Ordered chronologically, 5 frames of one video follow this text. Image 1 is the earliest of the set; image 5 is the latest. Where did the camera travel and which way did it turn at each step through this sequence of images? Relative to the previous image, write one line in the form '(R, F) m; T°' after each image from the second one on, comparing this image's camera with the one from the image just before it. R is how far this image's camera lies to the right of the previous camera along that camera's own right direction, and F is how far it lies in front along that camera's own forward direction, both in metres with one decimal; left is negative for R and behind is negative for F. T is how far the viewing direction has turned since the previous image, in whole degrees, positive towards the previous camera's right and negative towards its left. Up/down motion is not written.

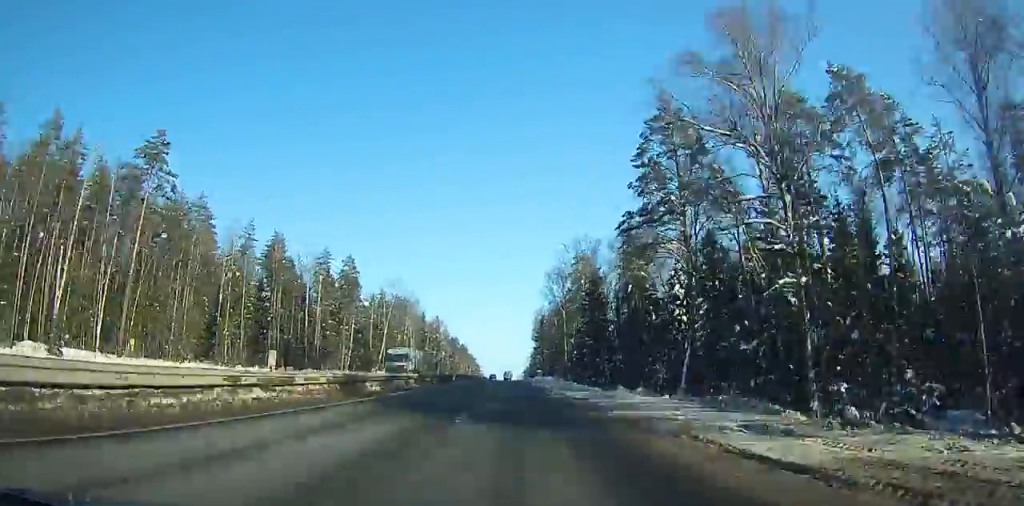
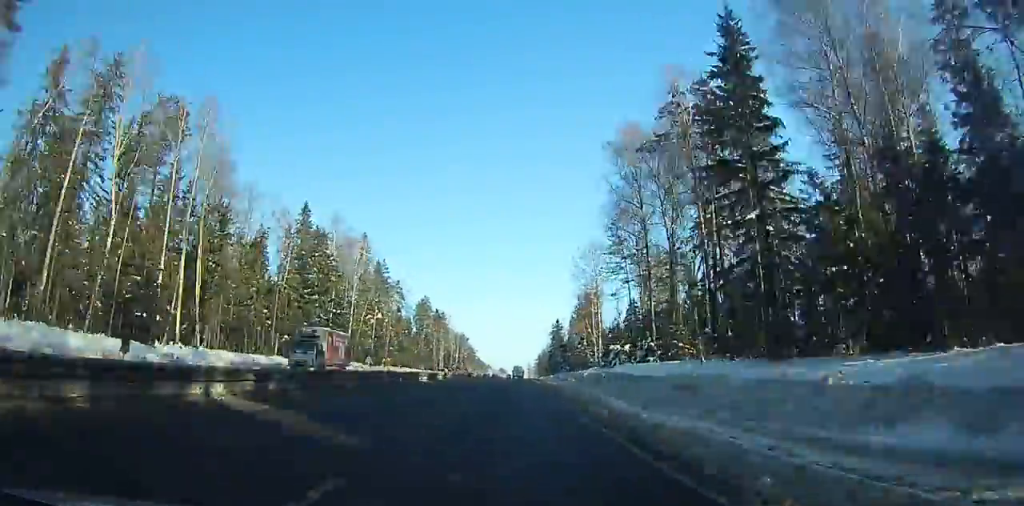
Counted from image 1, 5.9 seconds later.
(+0.5, +174.2) m; -3°
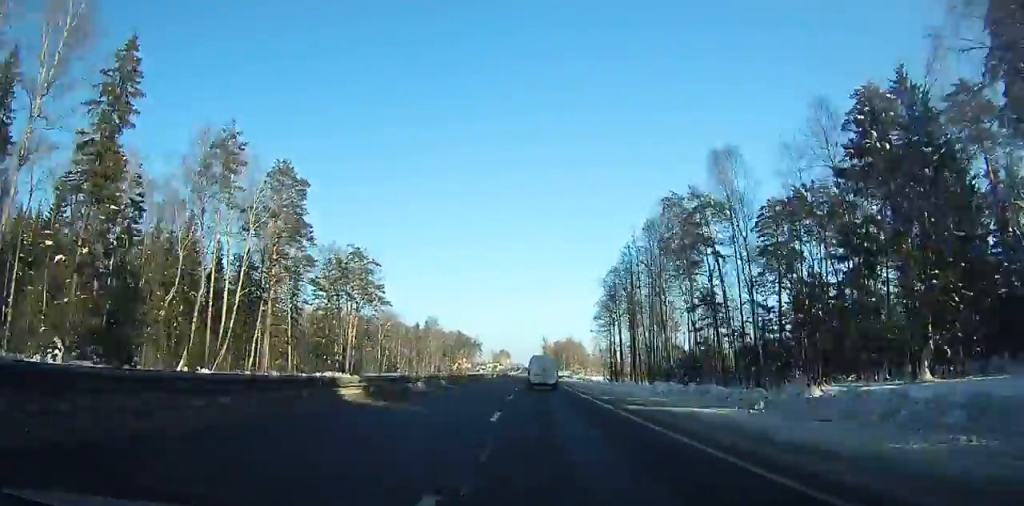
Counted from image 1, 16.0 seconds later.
(-3.1, +290.1) m; 0°
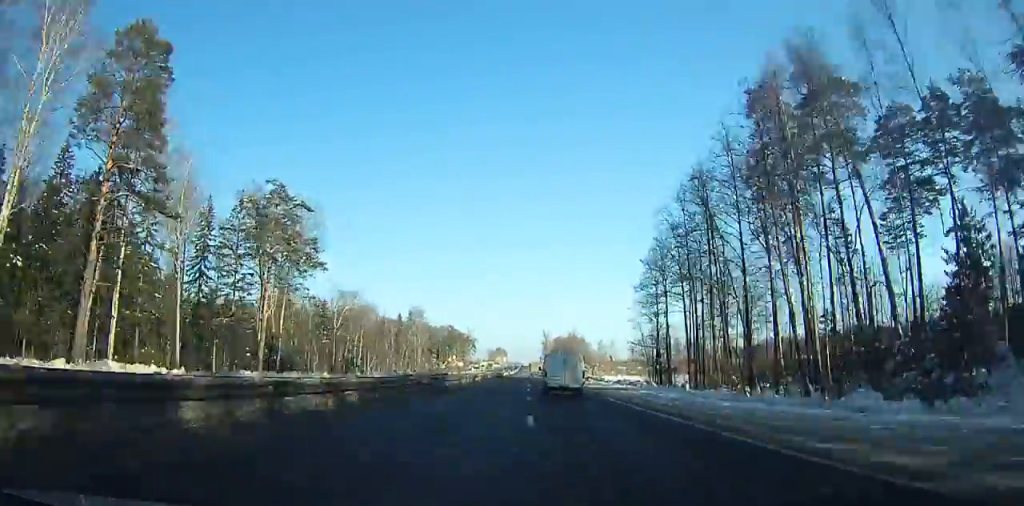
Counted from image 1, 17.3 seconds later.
(-0.1, +39.8) m; 0°
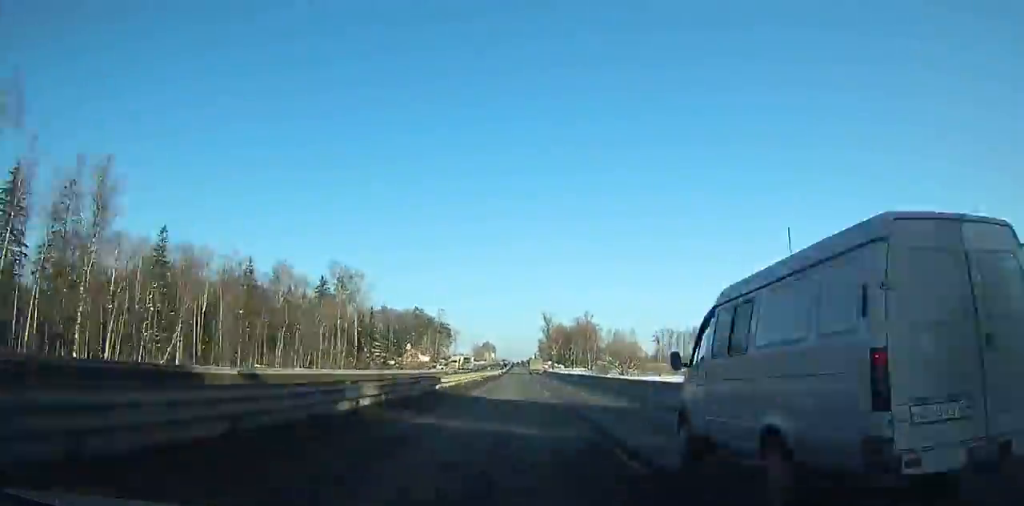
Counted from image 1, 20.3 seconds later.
(+0.6, +93.8) m; +1°
